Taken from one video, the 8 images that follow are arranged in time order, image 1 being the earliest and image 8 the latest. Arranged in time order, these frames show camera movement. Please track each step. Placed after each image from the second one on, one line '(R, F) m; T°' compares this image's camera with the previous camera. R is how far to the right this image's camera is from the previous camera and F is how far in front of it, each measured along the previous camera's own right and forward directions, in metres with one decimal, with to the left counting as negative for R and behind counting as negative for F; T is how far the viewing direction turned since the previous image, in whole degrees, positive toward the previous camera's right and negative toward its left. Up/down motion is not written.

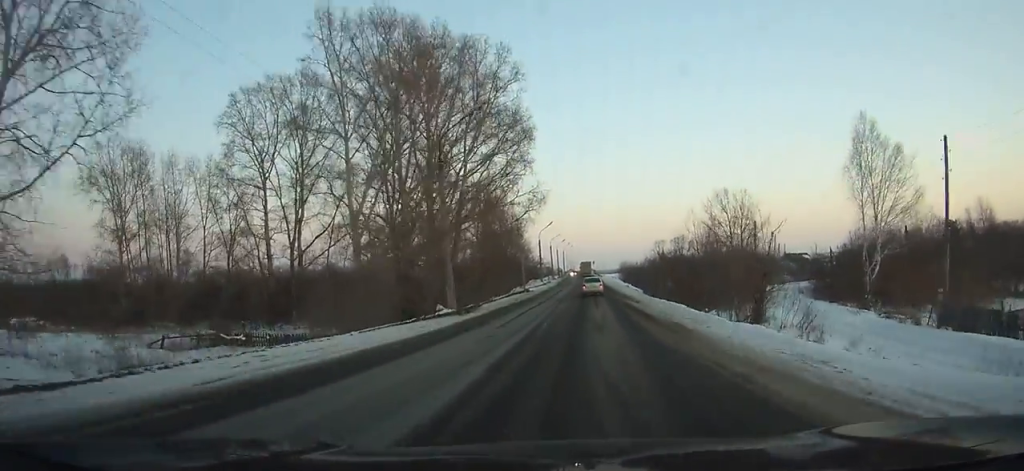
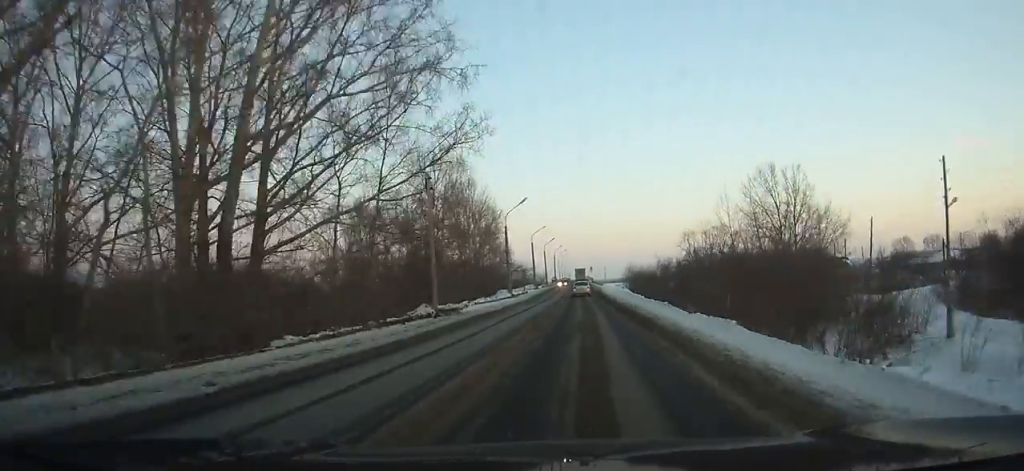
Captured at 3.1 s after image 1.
(+0.8, +36.3) m; +1°
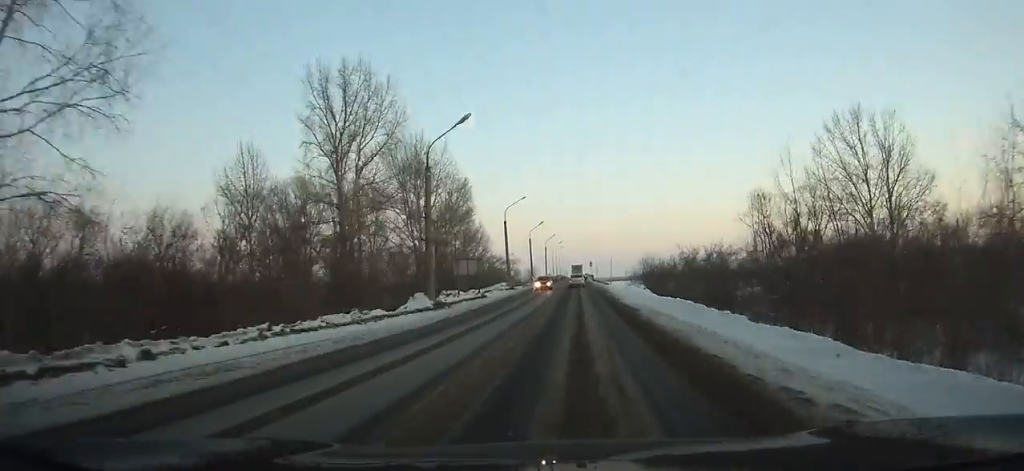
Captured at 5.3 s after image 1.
(-0.1, +30.7) m; 0°
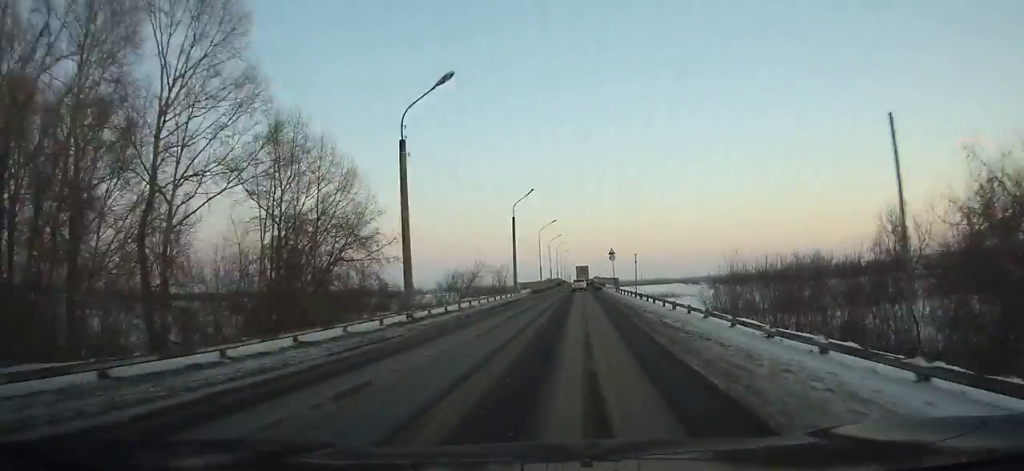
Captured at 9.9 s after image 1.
(-0.3, +73.0) m; 0°
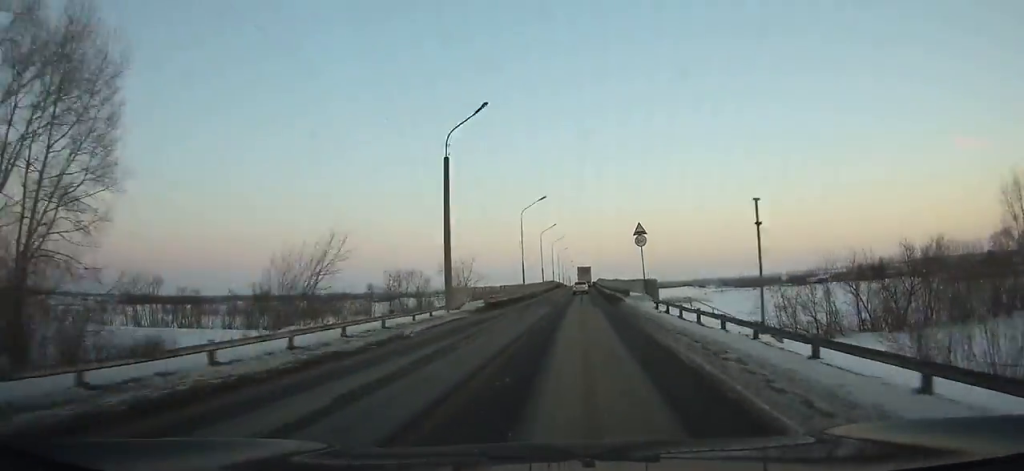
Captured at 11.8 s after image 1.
(0.0, +31.5) m; 0°
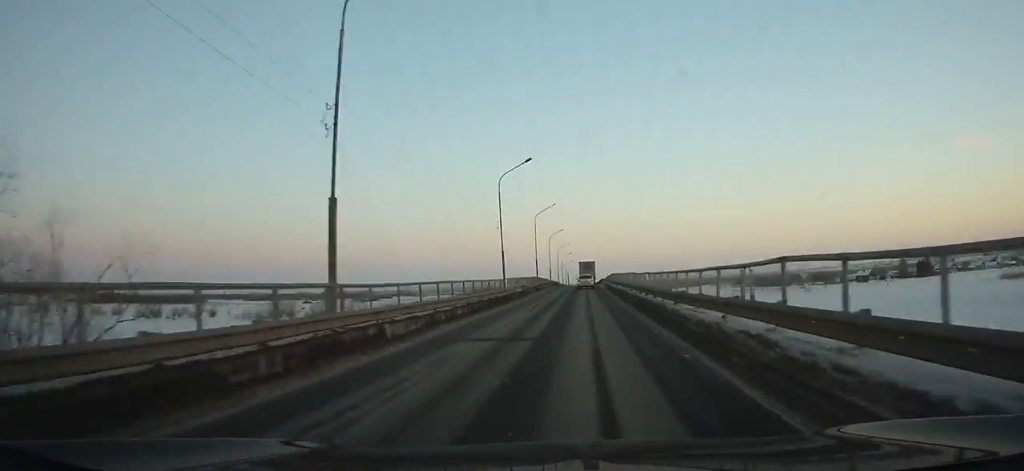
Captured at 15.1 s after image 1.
(+0.1, +54.0) m; 0°
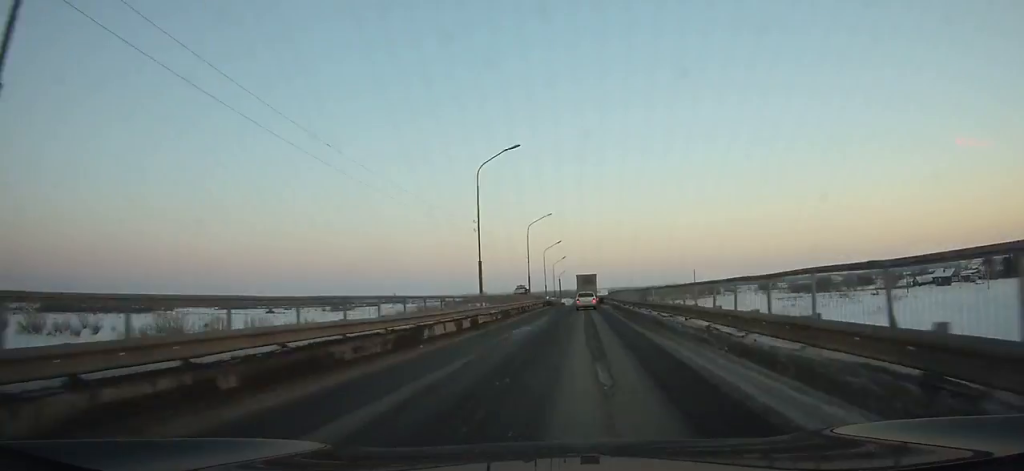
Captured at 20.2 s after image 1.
(+0.8, +78.3) m; +1°
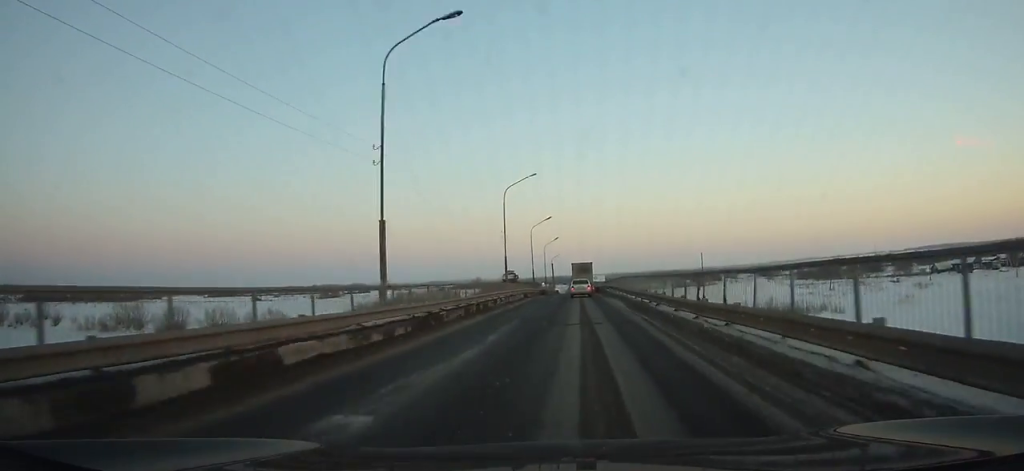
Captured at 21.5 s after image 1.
(+0.1, +18.9) m; 0°
